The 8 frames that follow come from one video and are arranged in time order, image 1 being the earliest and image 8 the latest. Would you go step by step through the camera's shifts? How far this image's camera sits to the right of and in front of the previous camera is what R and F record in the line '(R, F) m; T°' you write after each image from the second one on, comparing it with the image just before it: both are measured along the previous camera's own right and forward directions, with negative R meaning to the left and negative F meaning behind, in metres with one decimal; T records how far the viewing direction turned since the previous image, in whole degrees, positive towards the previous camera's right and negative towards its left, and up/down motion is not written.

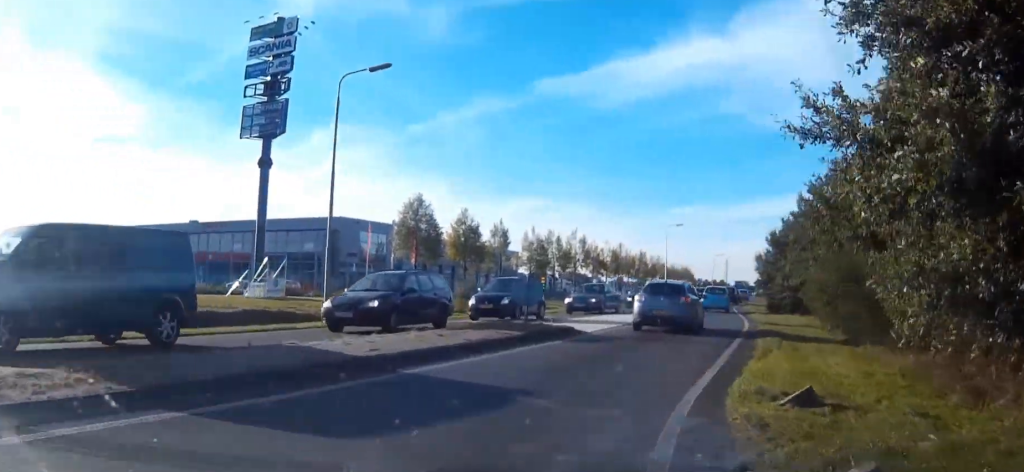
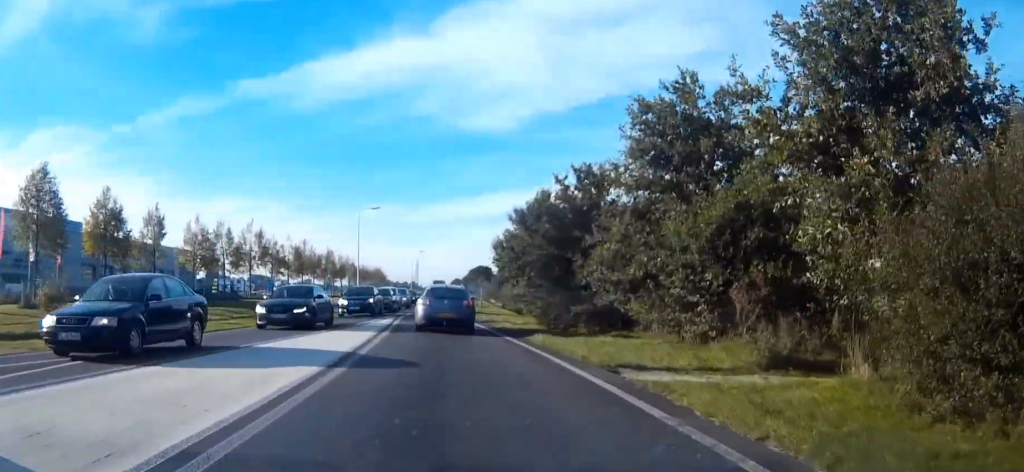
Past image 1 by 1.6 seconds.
(+2.8, +18.6) m; +12°
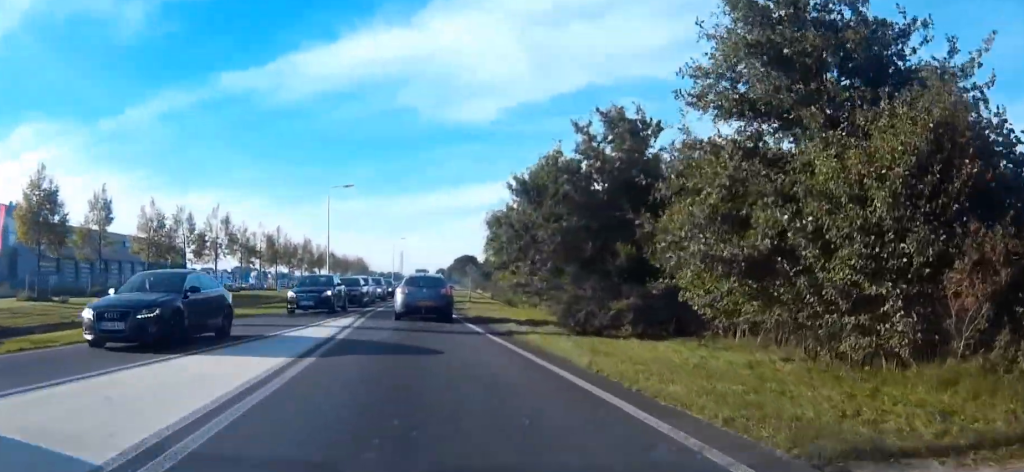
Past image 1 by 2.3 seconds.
(+0.1, +8.6) m; 0°
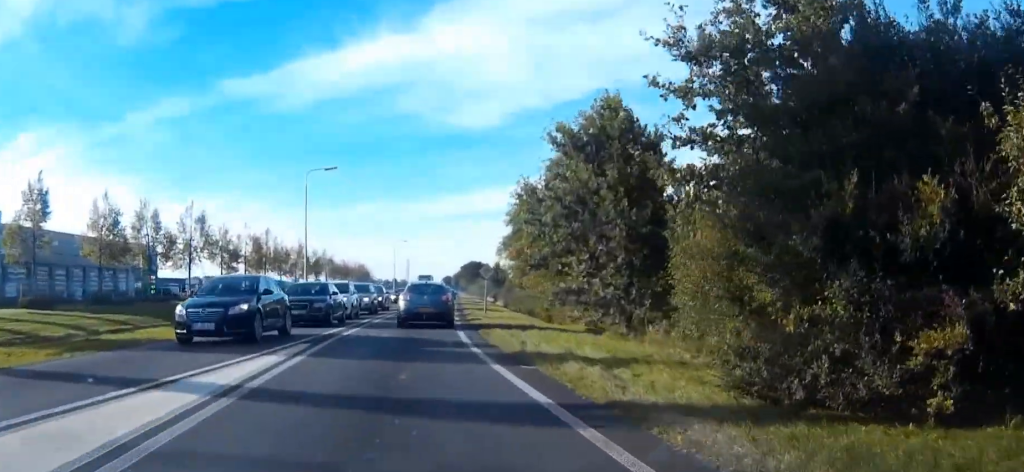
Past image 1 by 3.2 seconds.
(-0.1, +12.0) m; 0°
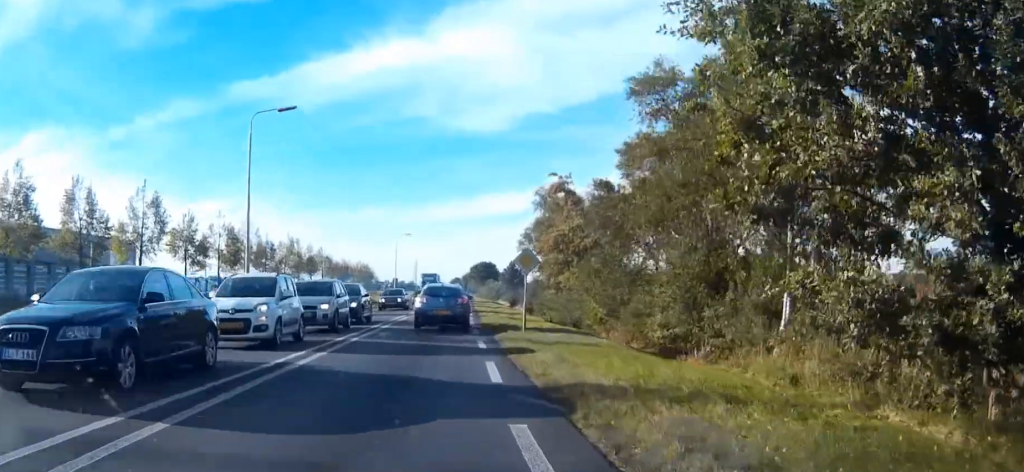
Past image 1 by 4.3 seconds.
(0.0, +15.6) m; -1°
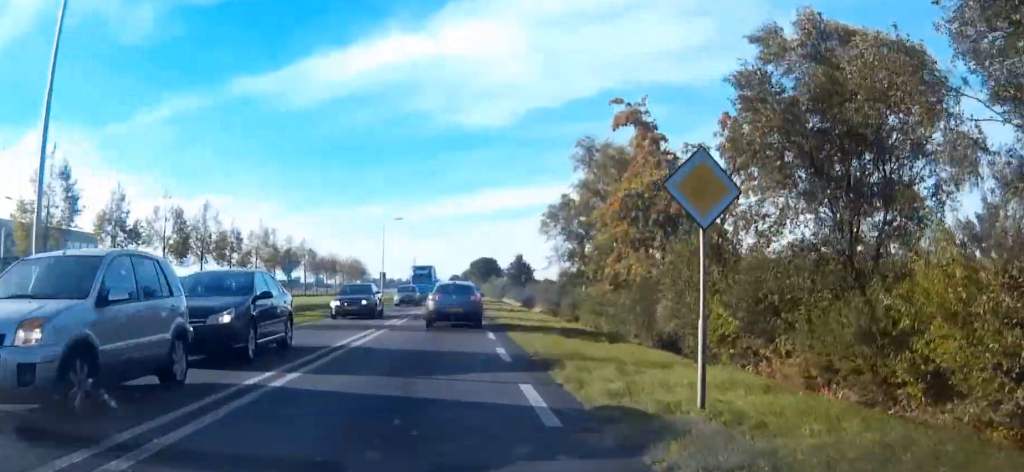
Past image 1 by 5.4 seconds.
(-0.2, +16.5) m; +1°
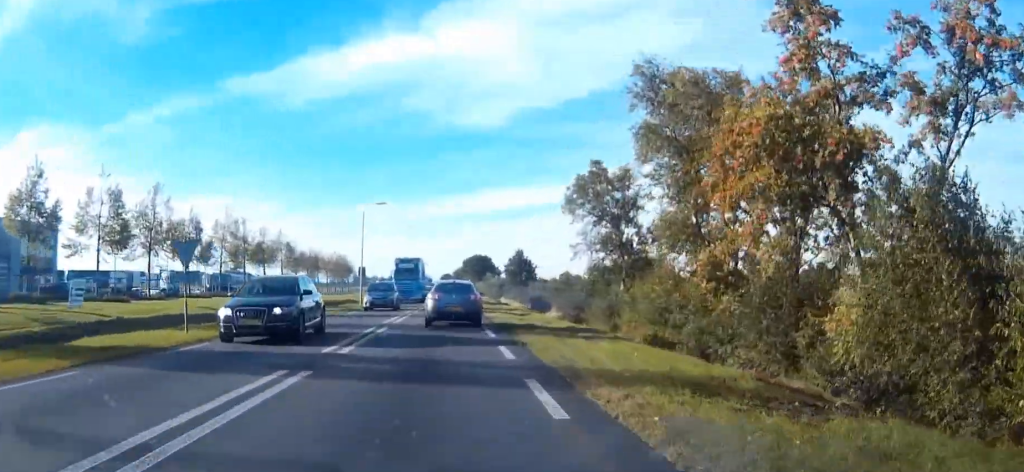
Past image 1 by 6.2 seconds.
(+0.5, +12.1) m; +2°
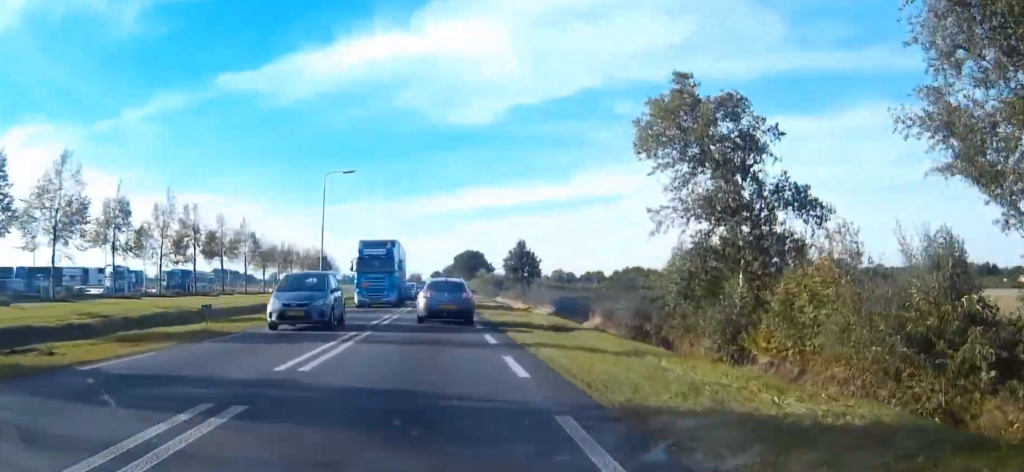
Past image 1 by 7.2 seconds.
(+0.1, +15.5) m; 0°
